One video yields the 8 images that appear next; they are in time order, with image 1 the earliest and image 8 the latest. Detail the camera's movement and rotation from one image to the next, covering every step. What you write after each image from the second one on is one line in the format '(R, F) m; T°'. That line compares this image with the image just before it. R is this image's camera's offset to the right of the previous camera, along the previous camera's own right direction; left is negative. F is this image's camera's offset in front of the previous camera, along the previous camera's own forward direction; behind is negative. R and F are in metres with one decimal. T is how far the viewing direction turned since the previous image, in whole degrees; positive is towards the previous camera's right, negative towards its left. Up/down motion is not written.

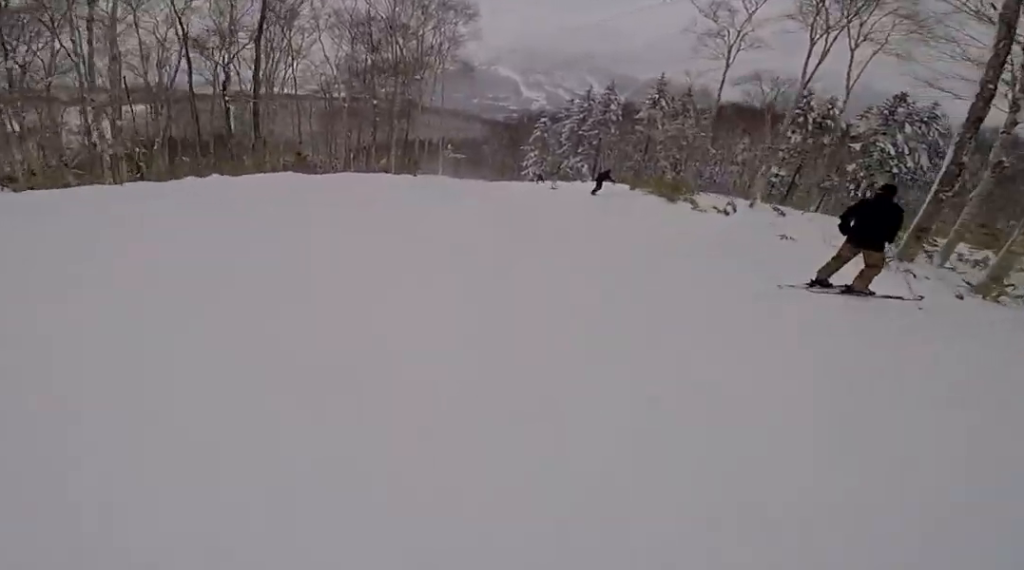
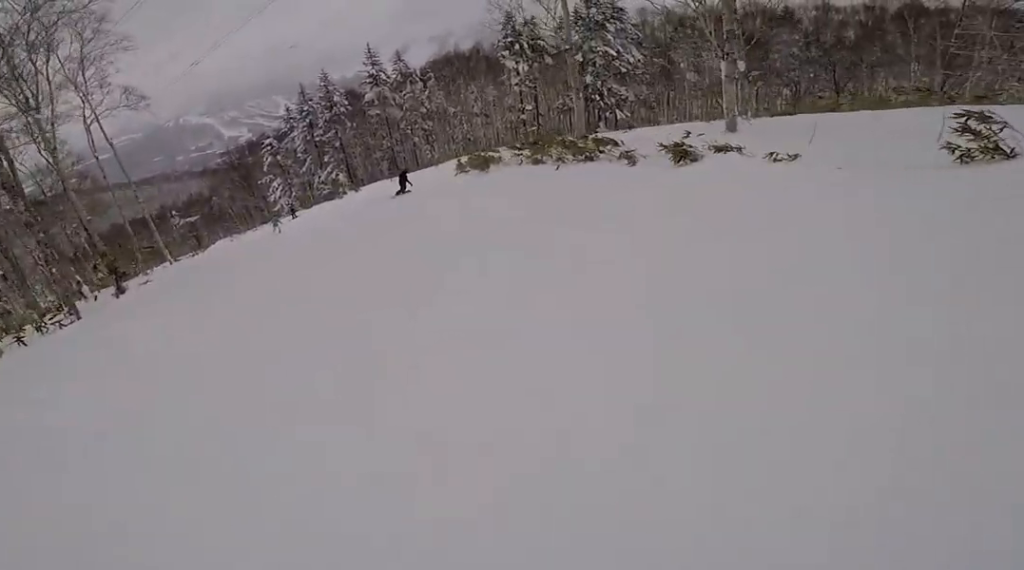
(+3.0, +14.1) m; +22°
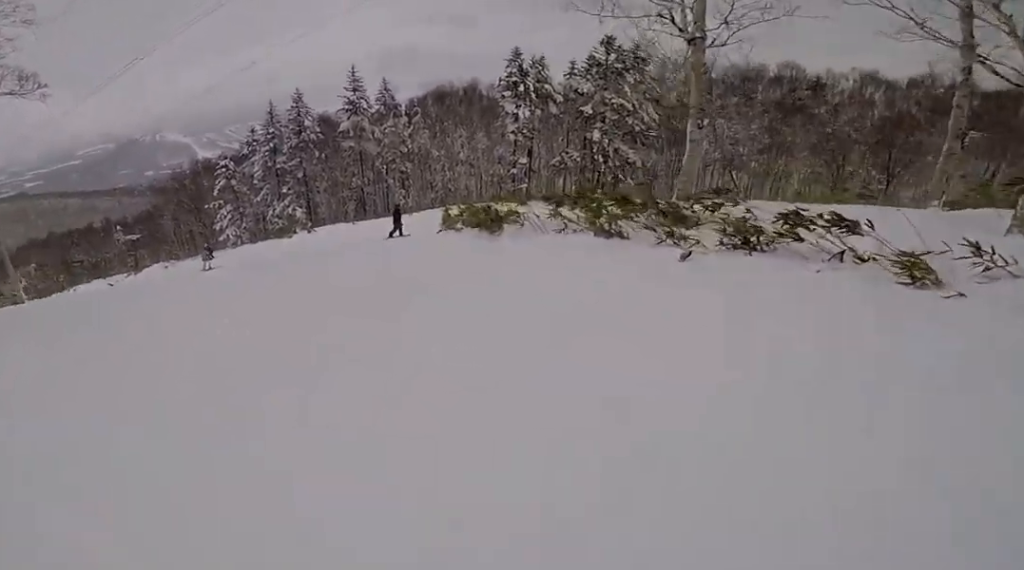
(+0.8, +7.4) m; 0°
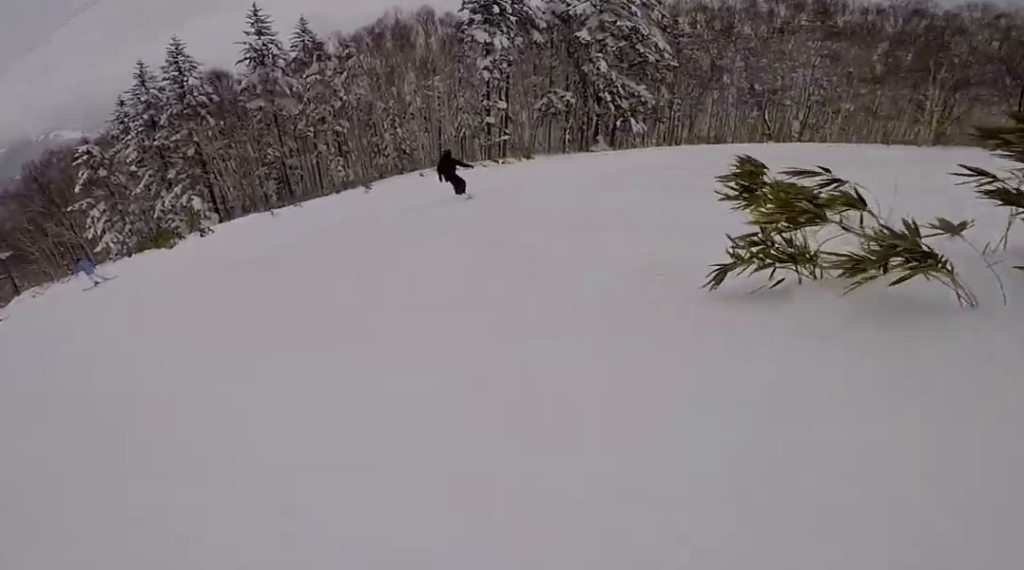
(-0.9, +12.3) m; -2°
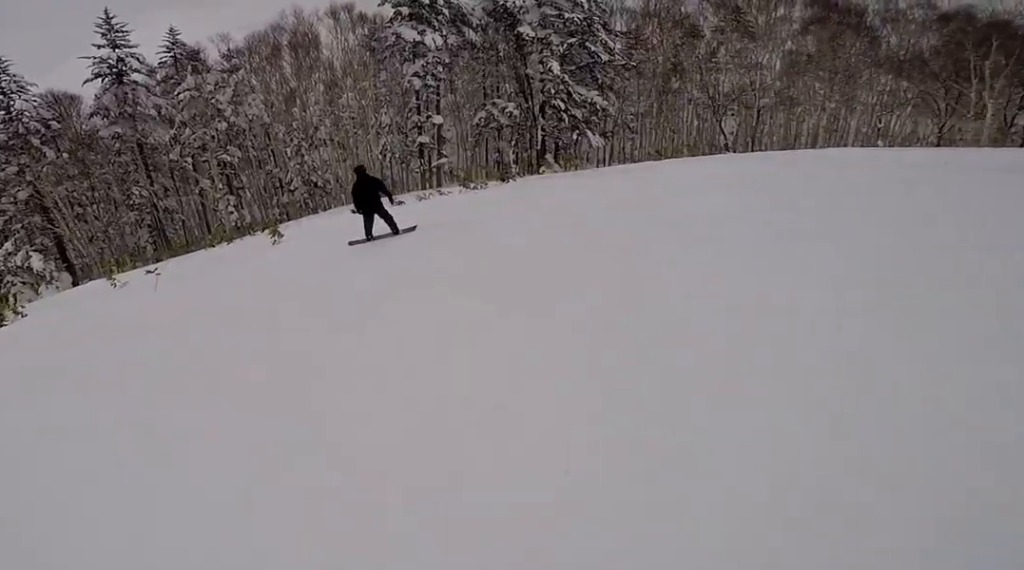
(+0.4, +7.5) m; +4°
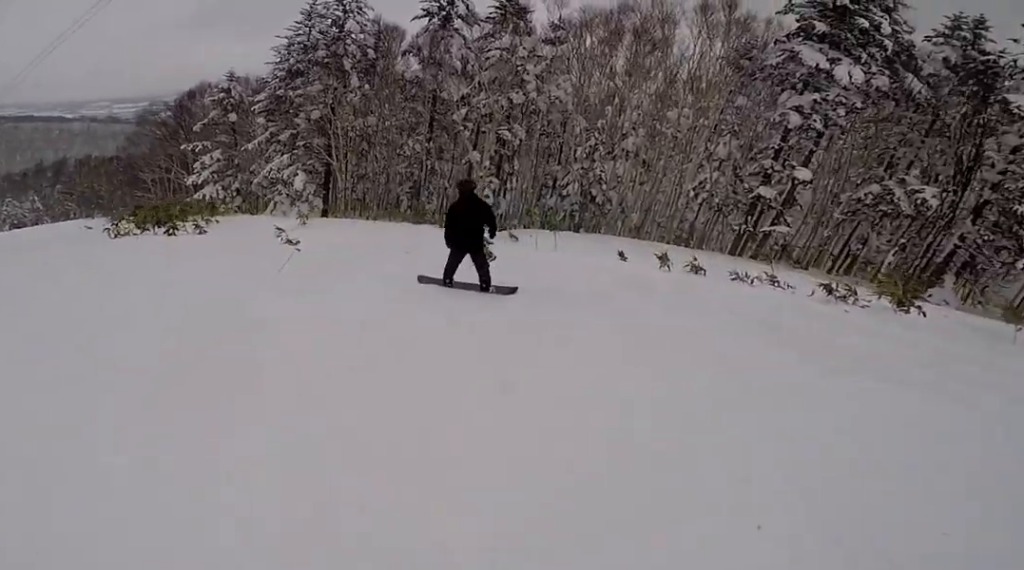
(+0.3, +4.8) m; -2°
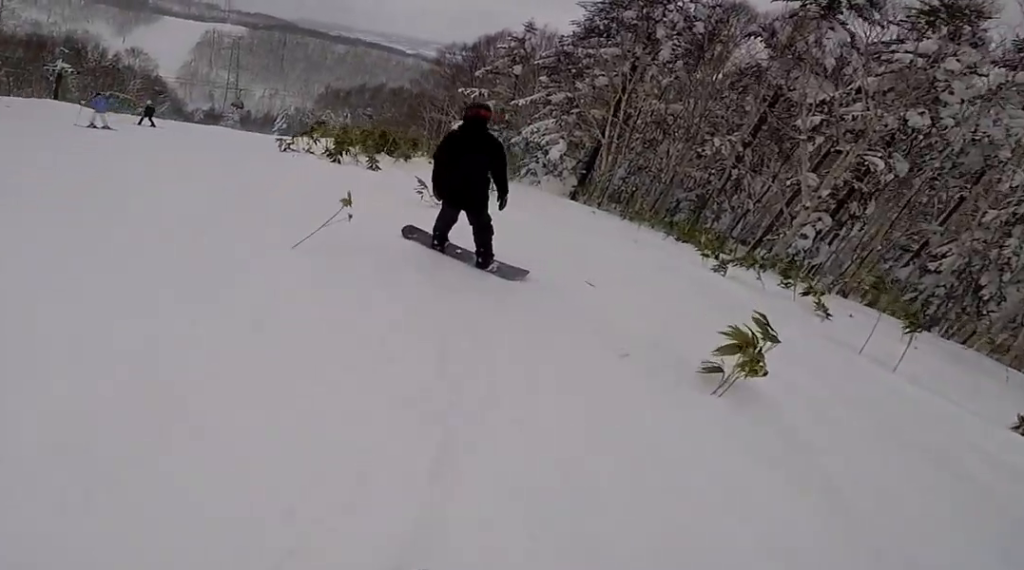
(-0.4, +3.4) m; -18°
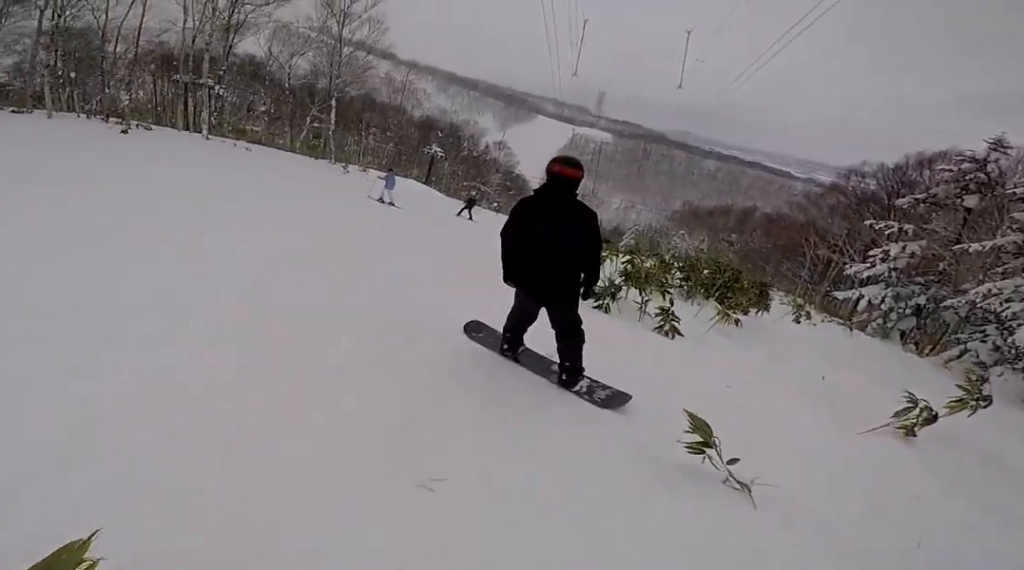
(-0.8, +2.8) m; -28°
